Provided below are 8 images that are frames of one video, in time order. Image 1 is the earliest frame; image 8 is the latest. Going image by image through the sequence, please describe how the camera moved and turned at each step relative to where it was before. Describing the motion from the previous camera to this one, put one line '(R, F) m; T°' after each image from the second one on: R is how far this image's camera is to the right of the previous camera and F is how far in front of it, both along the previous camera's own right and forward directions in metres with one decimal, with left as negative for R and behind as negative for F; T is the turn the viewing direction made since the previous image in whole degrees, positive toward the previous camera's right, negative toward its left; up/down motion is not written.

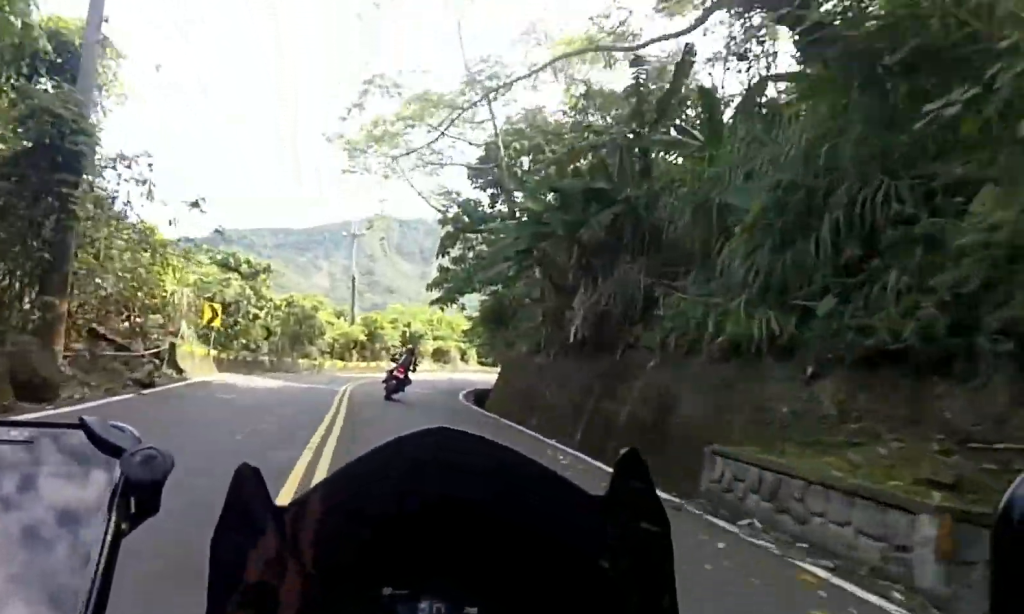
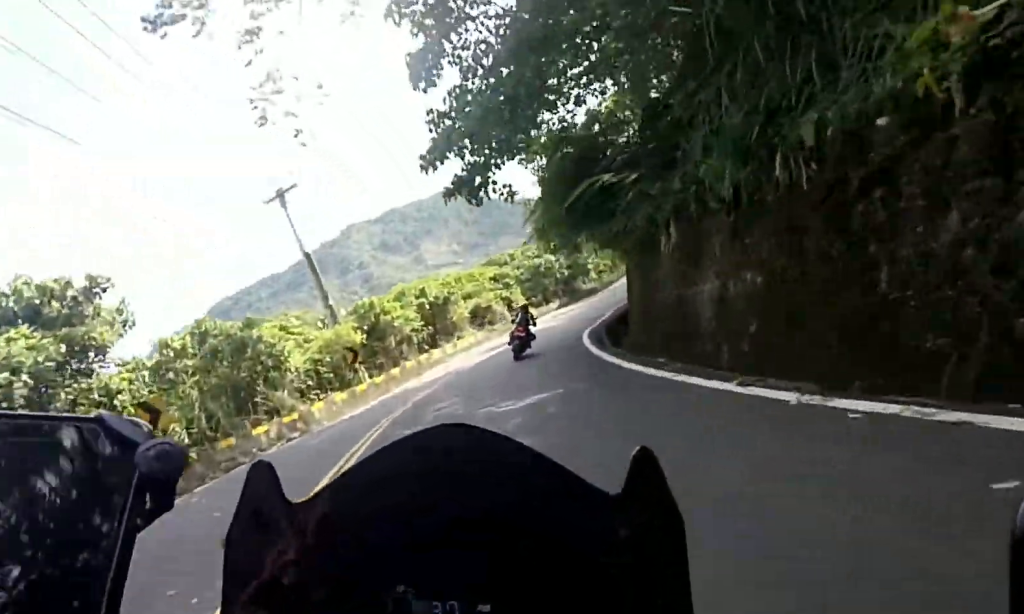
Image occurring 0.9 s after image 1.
(+2.9, +16.4) m; +12°
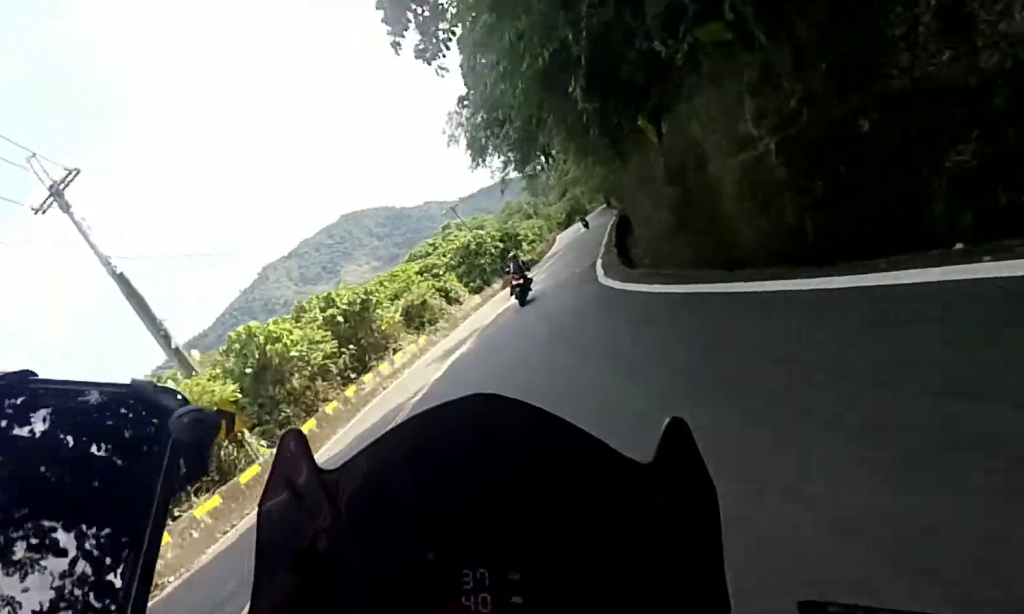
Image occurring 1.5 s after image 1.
(+0.6, +10.3) m; +3°
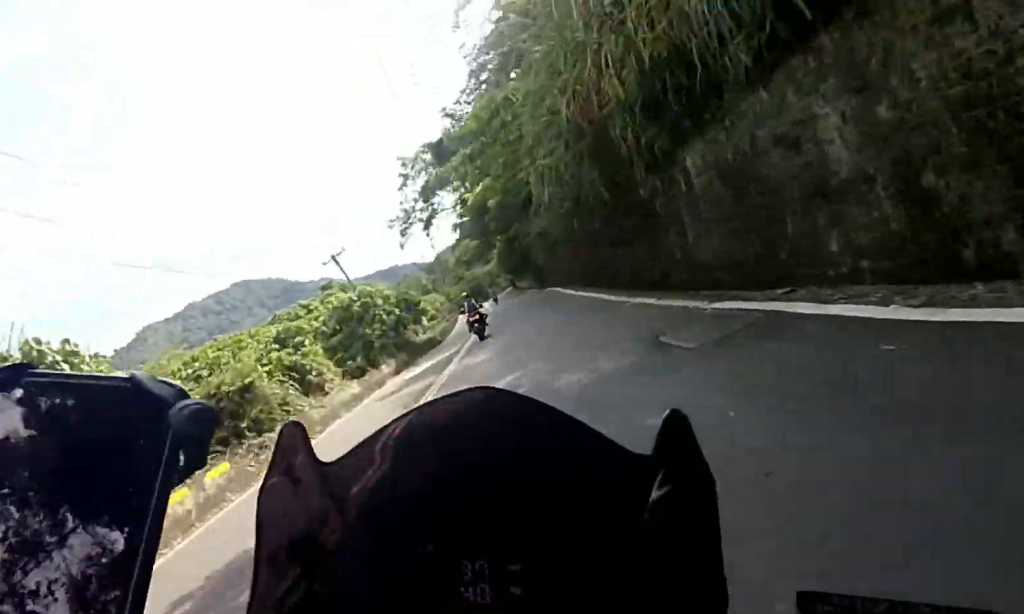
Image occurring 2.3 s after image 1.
(+0.4, +15.5) m; +2°
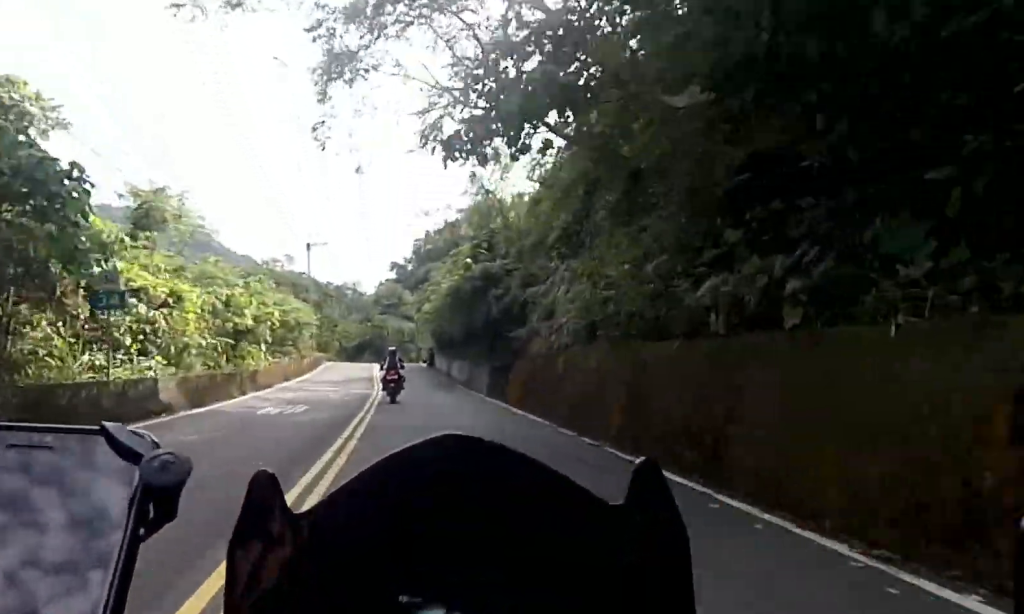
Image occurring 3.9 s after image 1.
(+1.0, +32.2) m; +4°
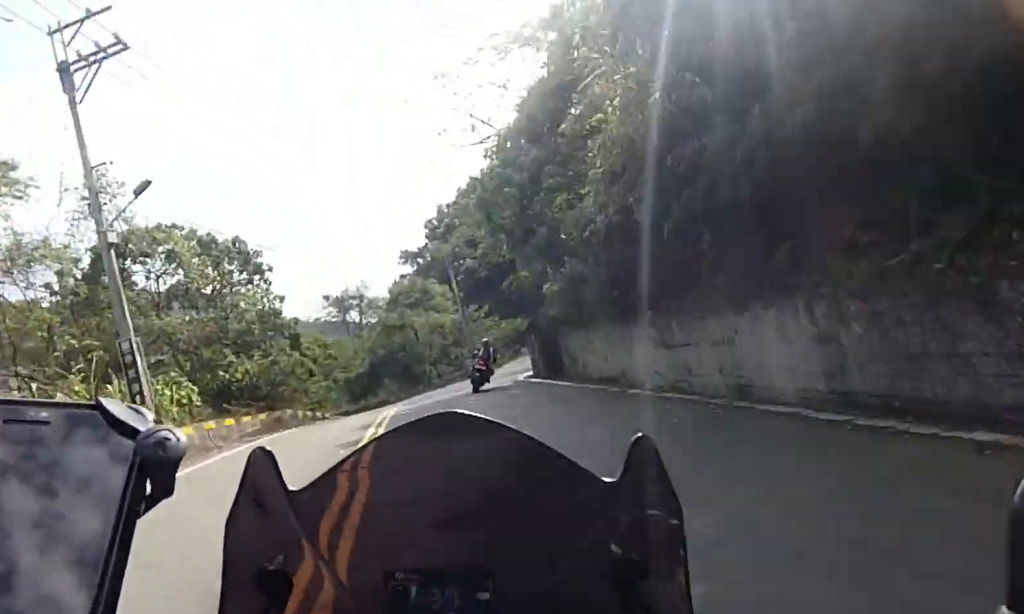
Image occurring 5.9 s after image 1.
(+1.3, +36.1) m; +8°
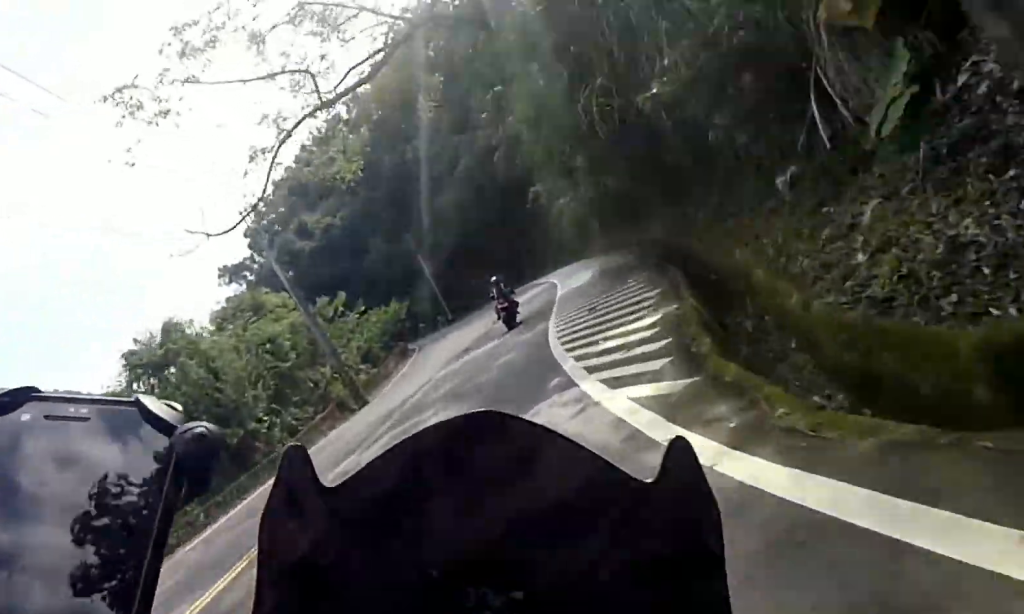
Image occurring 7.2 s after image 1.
(+2.6, +21.9) m; +13°
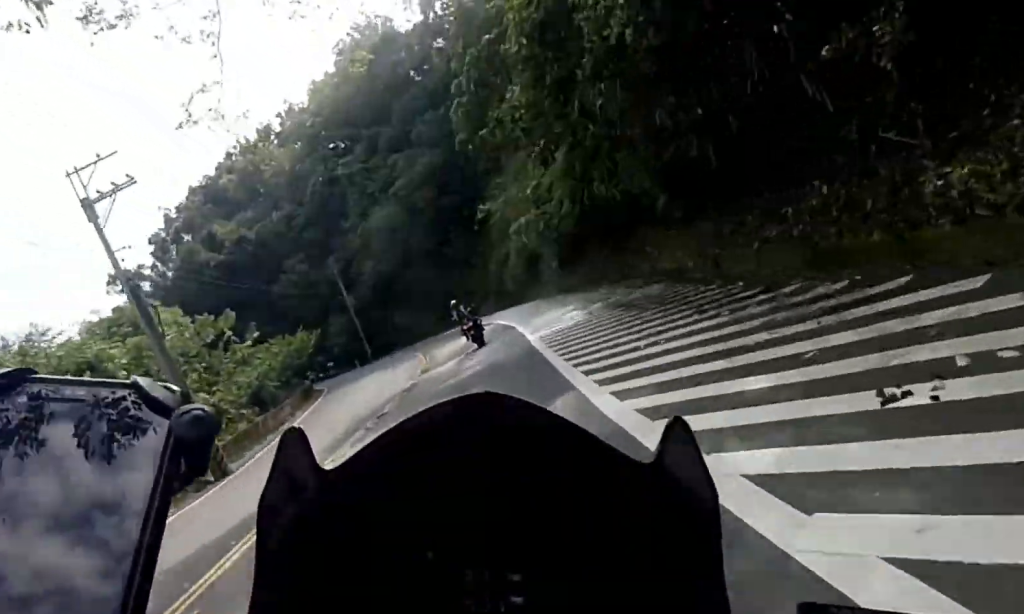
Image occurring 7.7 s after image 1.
(+0.9, +8.0) m; +1°
